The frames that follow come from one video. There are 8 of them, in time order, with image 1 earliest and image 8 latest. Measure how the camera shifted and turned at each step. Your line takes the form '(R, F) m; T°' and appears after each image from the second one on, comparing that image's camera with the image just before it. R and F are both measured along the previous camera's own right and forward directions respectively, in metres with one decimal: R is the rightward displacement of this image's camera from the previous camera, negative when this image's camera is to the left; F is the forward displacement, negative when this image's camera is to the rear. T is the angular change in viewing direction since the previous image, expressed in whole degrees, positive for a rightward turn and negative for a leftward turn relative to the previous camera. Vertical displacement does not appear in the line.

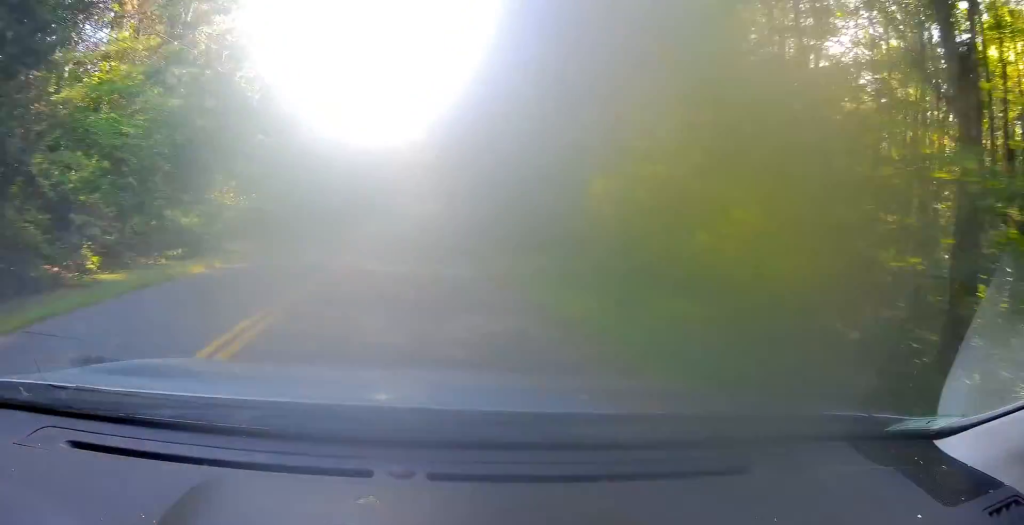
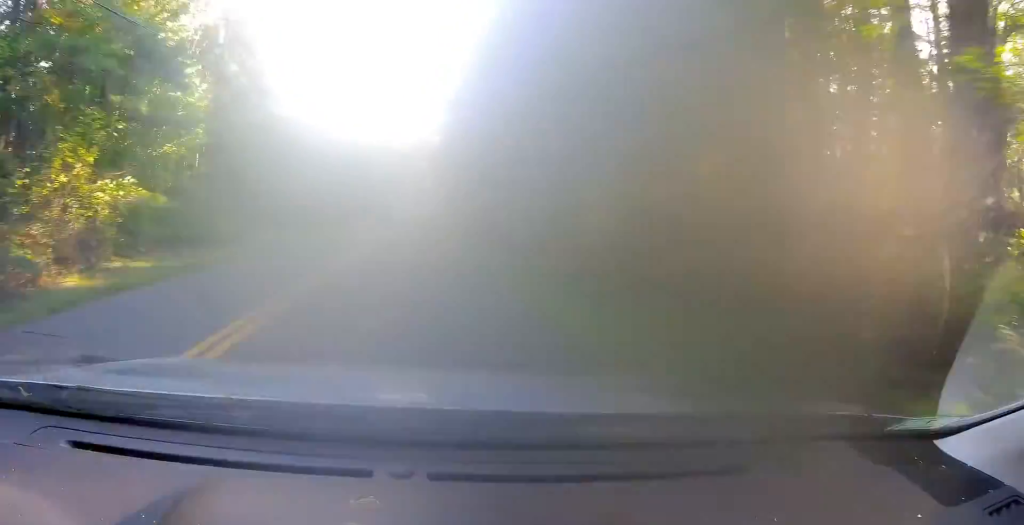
(0.0, +14.9) m; 0°
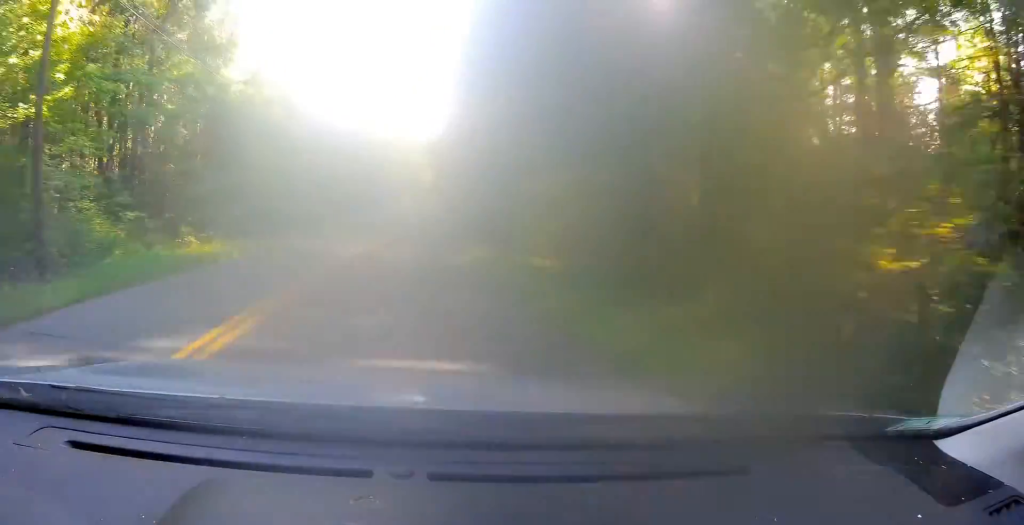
(0.0, +12.0) m; 0°
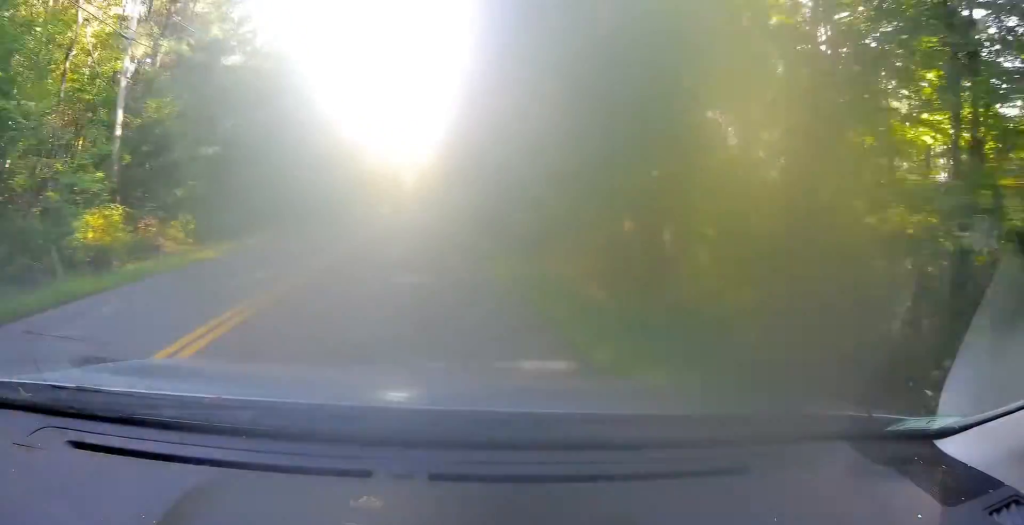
(-0.2, +31.7) m; 0°
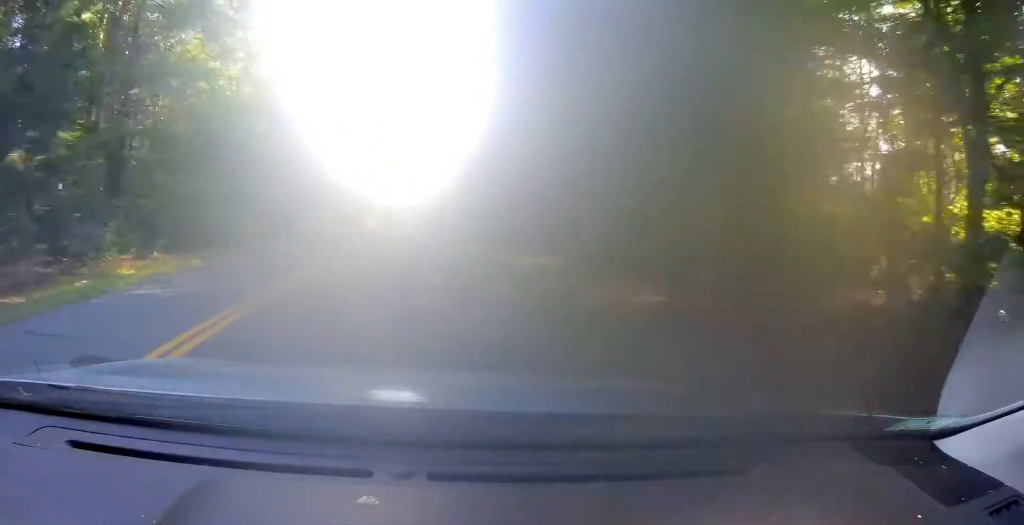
(+0.2, +25.4) m; +1°
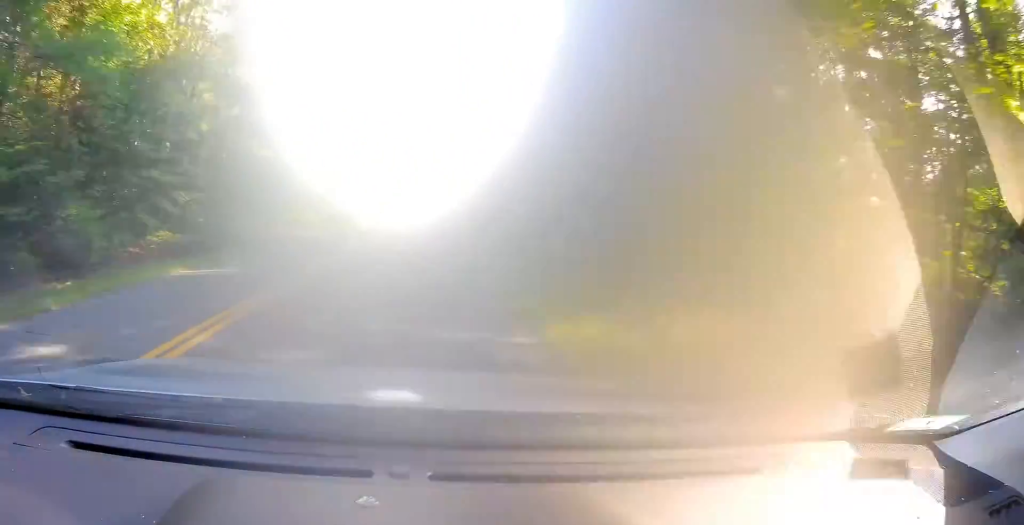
(+0.1, +10.9) m; 0°
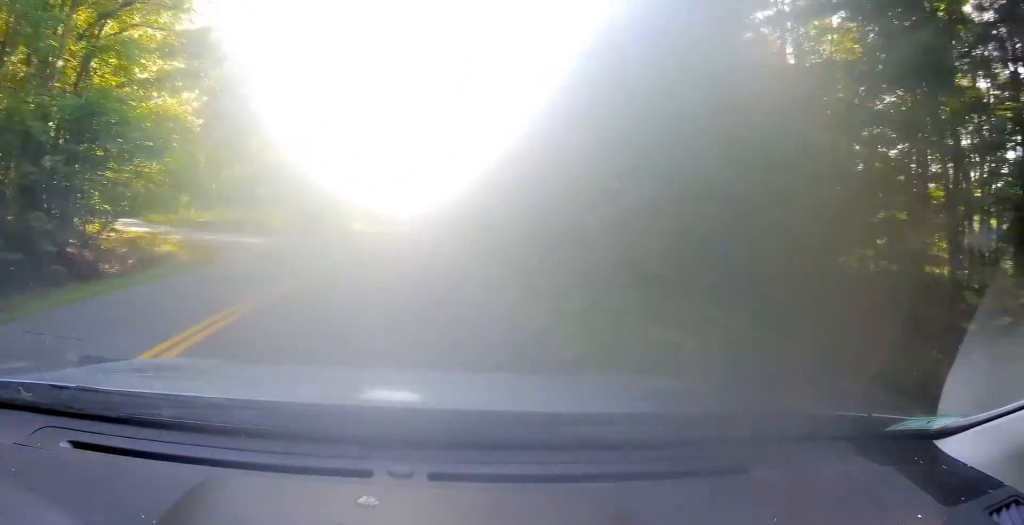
(+0.1, +15.9) m; 0°
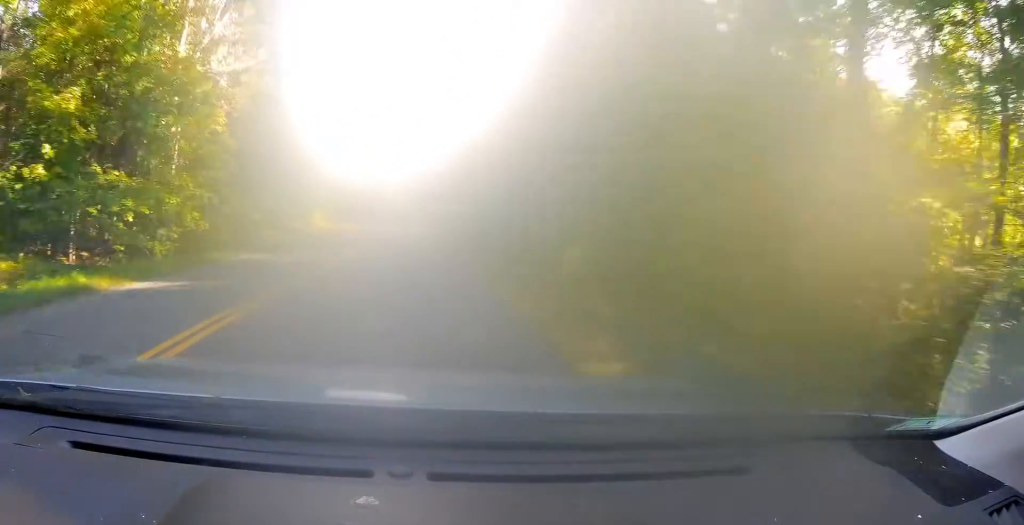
(+0.8, +37.7) m; +2°
